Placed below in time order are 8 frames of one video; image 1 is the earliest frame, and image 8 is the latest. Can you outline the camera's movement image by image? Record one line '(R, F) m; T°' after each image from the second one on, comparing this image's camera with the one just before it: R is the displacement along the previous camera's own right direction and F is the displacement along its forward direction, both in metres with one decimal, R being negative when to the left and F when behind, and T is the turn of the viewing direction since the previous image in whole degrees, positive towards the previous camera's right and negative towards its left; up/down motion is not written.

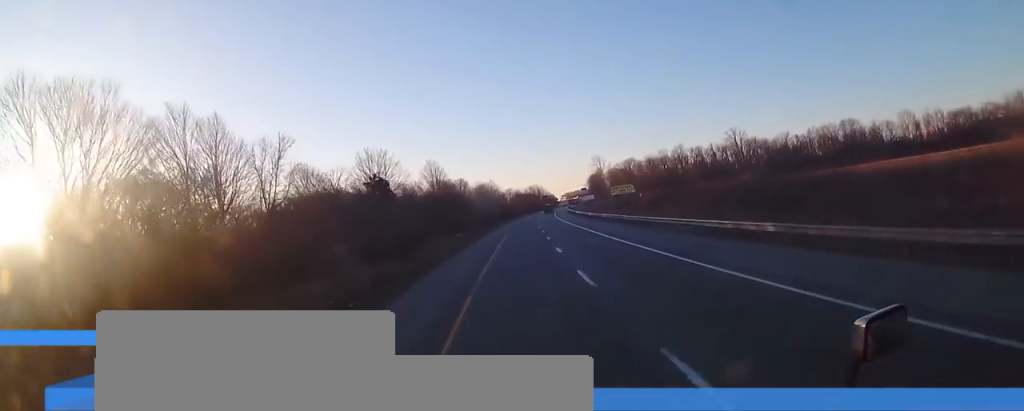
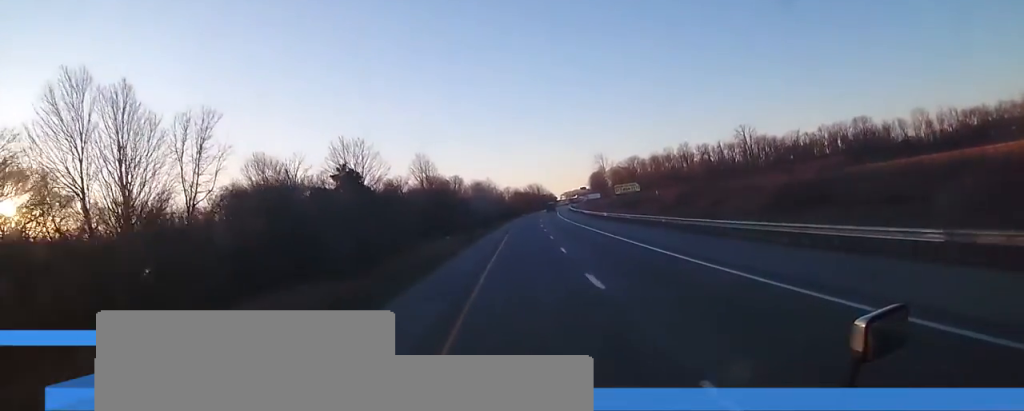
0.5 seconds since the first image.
(0.0, +13.8) m; +1°
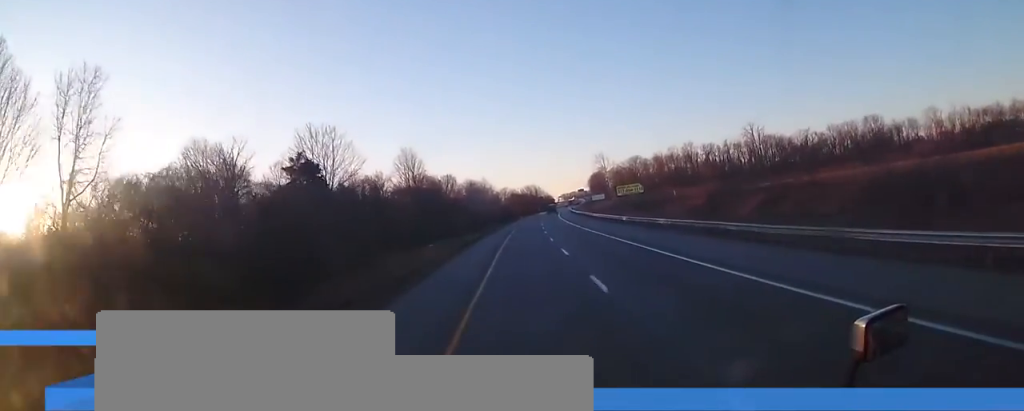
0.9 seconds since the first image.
(+0.2, +11.9) m; 0°
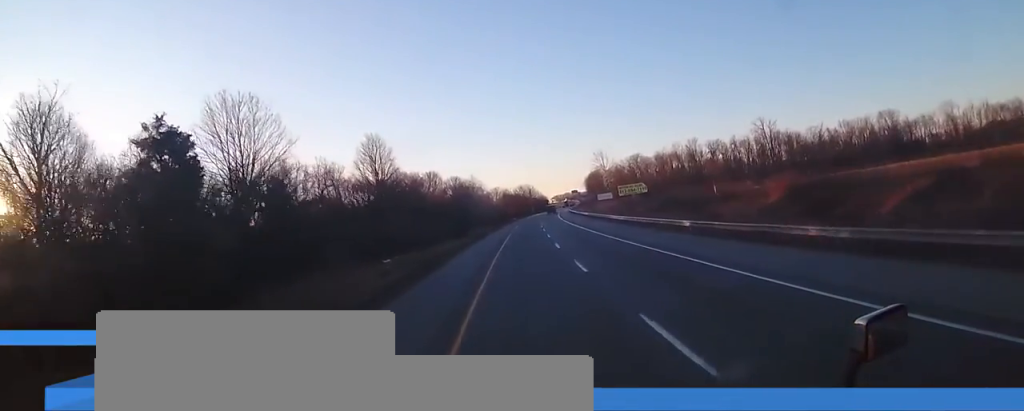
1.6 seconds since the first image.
(+0.1, +20.0) m; 0°
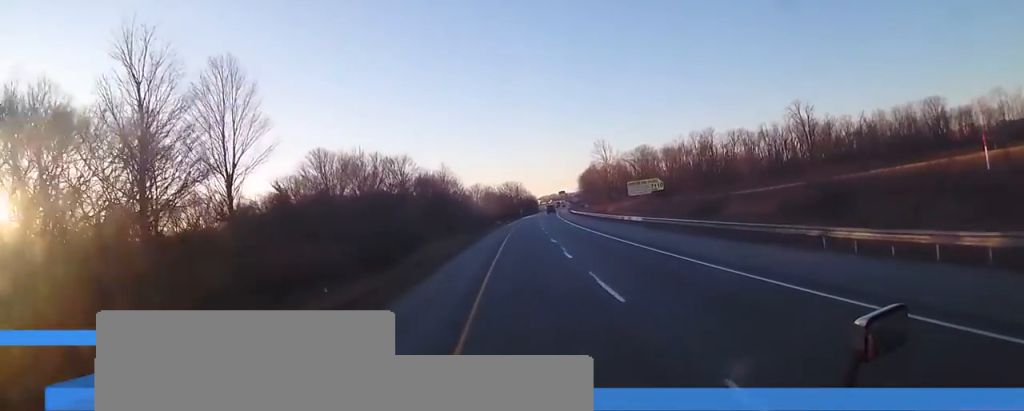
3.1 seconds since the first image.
(+0.1, +43.4) m; +1°
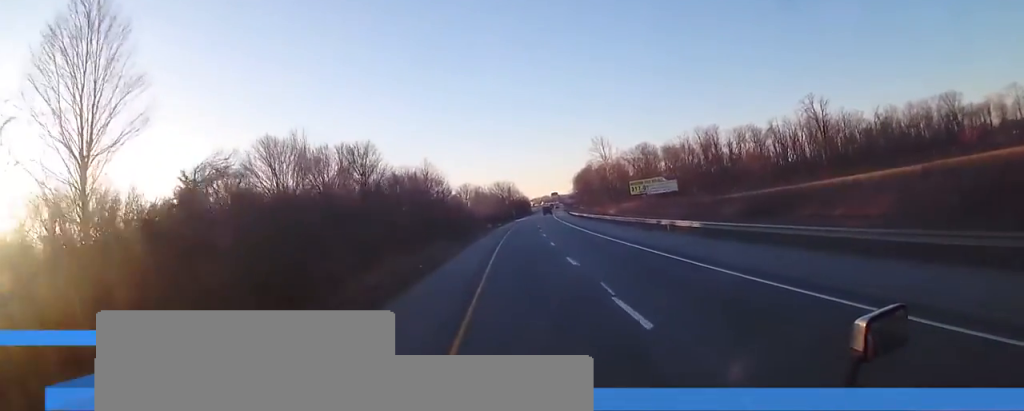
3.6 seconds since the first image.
(+0.1, +14.8) m; +1°
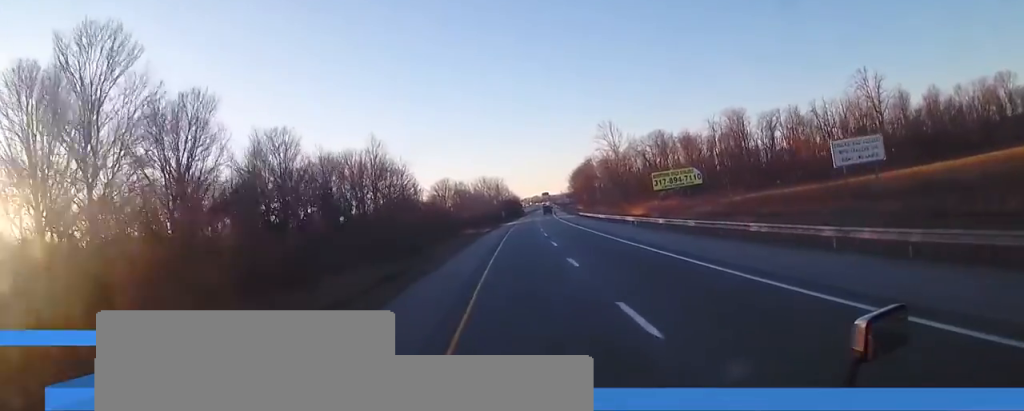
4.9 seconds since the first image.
(+0.7, +37.2) m; +2°
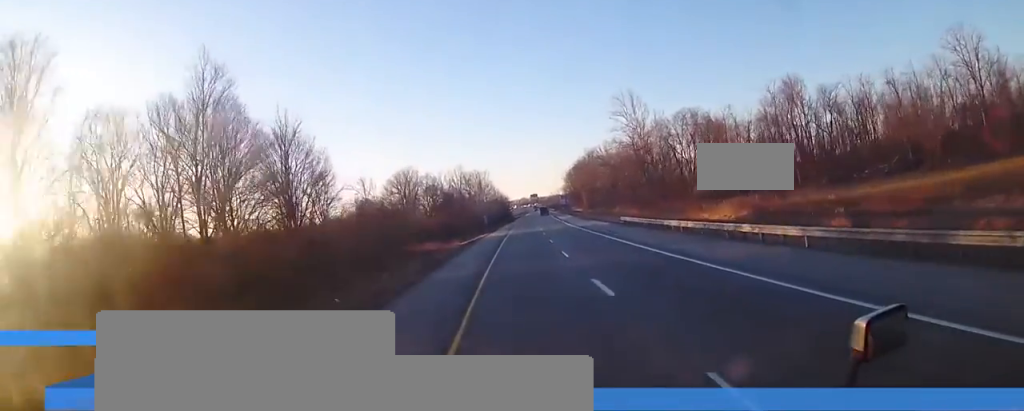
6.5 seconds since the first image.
(+0.3, +43.8) m; +1°
